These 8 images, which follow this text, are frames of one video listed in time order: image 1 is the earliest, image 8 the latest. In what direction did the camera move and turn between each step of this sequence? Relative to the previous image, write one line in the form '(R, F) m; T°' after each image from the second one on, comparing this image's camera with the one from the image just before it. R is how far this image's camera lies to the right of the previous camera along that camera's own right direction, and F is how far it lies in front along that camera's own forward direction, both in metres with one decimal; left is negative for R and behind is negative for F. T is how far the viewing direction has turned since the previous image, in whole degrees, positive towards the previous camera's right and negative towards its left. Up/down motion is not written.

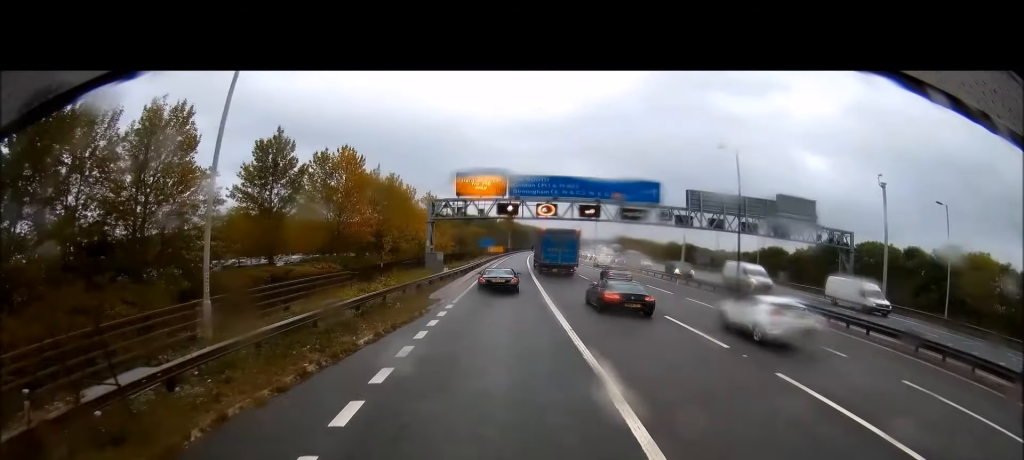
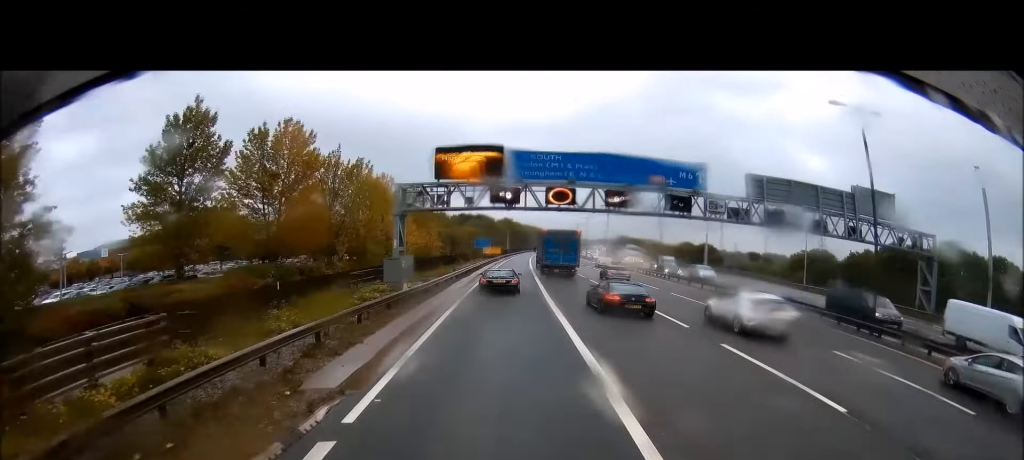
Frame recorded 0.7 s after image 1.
(0.0, +14.1) m; 0°
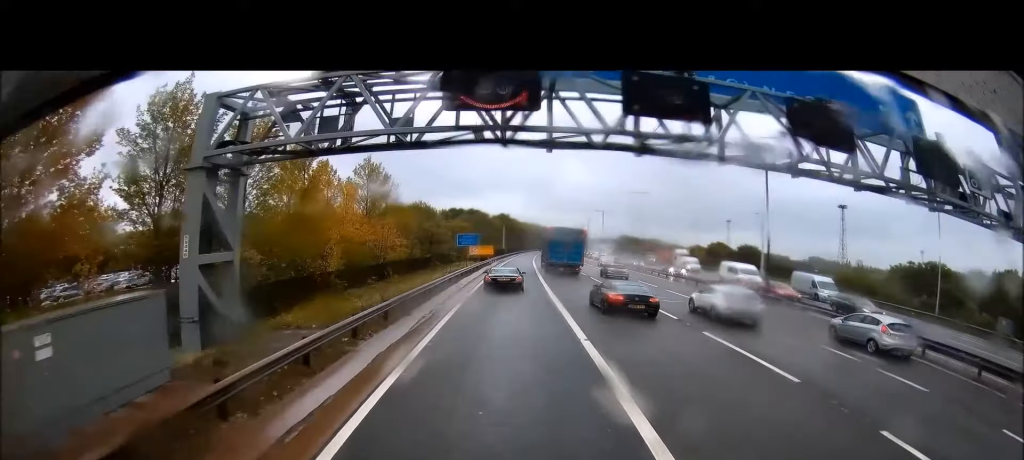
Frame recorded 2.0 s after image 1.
(-0.1, +25.1) m; 0°
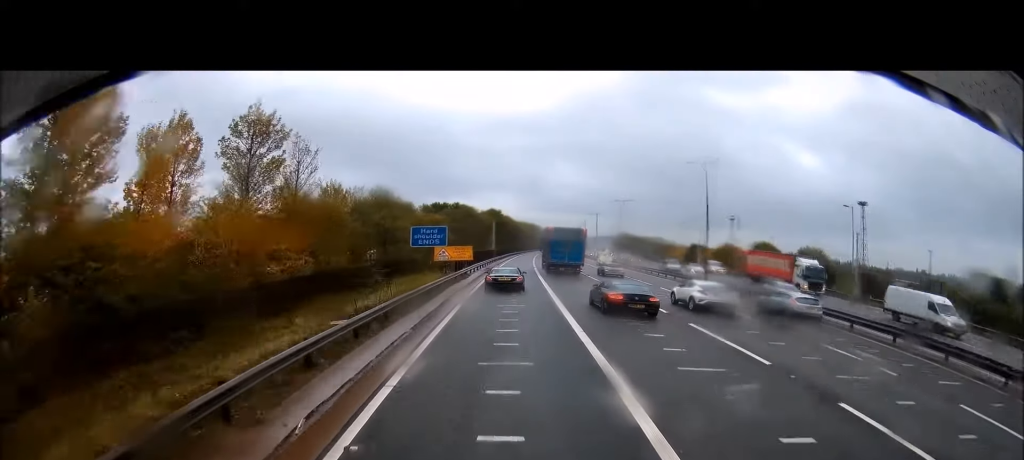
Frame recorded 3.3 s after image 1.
(-0.2, +24.7) m; 0°
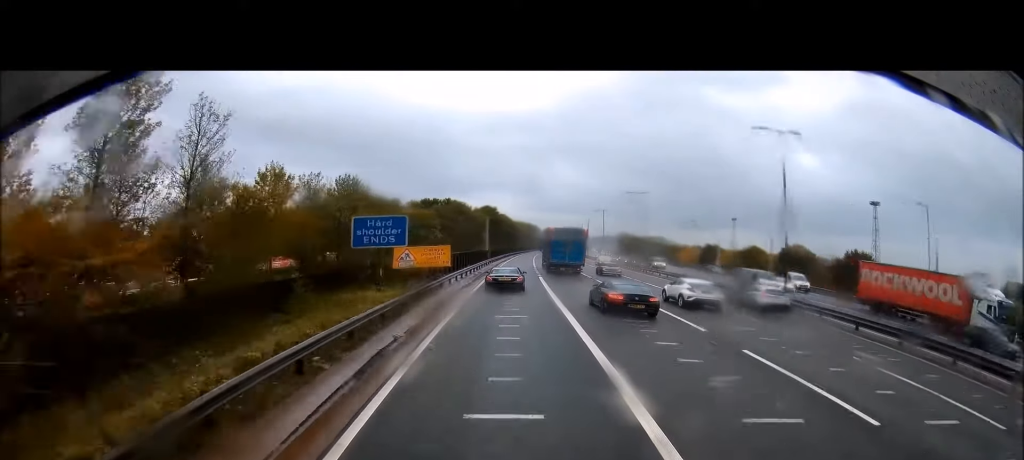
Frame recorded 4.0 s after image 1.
(+0.2, +13.1) m; +1°
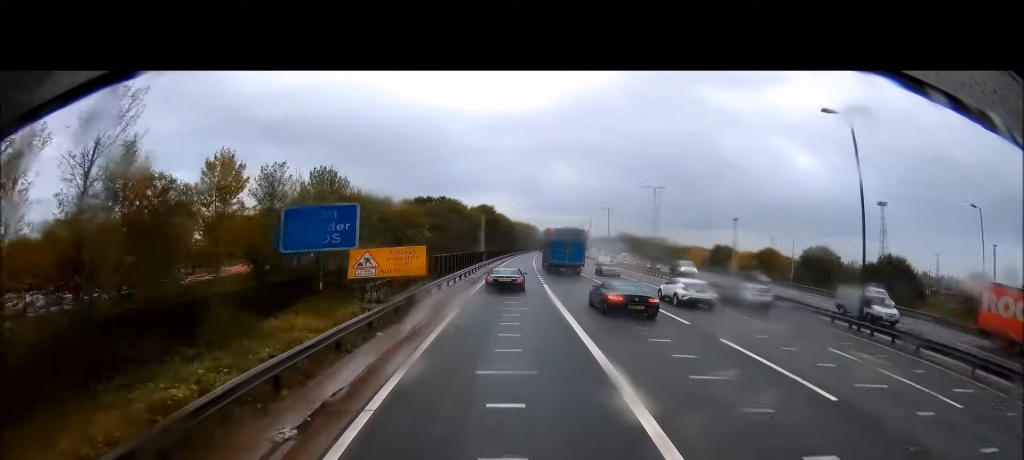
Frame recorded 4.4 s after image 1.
(0.0, +7.9) m; +1°
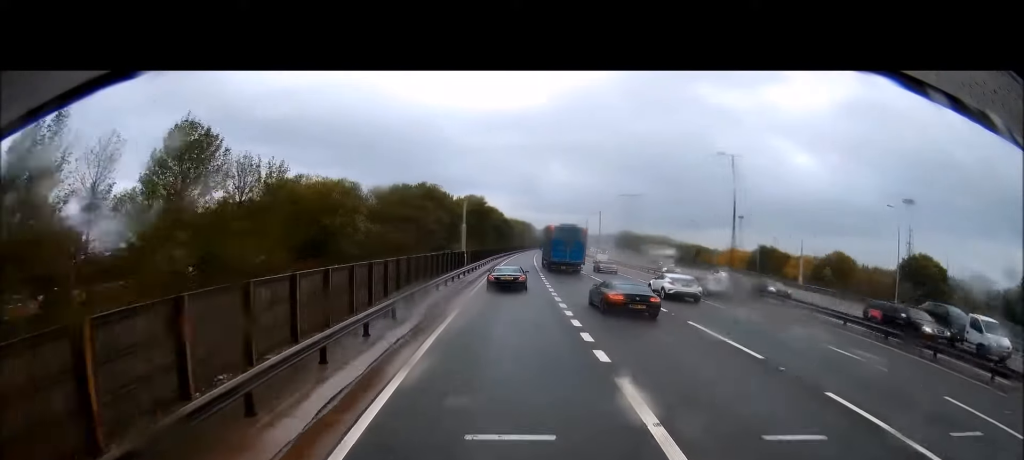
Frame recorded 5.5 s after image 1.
(+0.5, +23.3) m; 0°
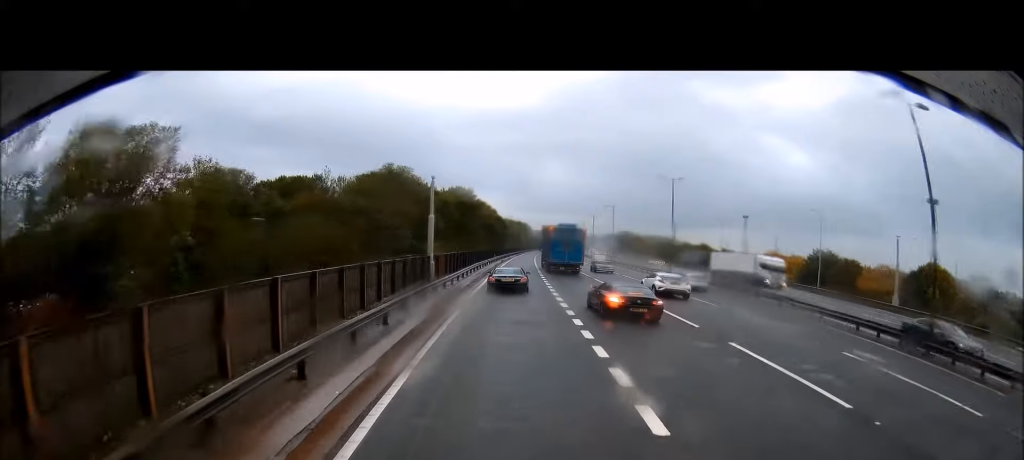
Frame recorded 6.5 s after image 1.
(-0.4, +20.1) m; 0°
